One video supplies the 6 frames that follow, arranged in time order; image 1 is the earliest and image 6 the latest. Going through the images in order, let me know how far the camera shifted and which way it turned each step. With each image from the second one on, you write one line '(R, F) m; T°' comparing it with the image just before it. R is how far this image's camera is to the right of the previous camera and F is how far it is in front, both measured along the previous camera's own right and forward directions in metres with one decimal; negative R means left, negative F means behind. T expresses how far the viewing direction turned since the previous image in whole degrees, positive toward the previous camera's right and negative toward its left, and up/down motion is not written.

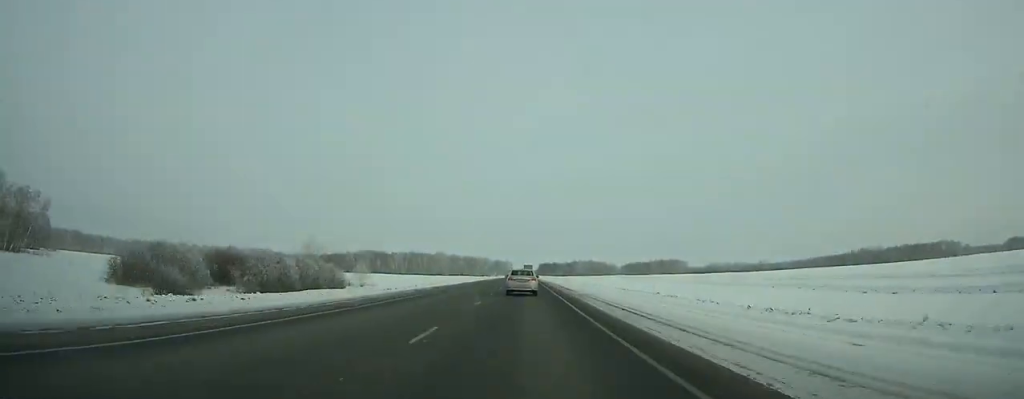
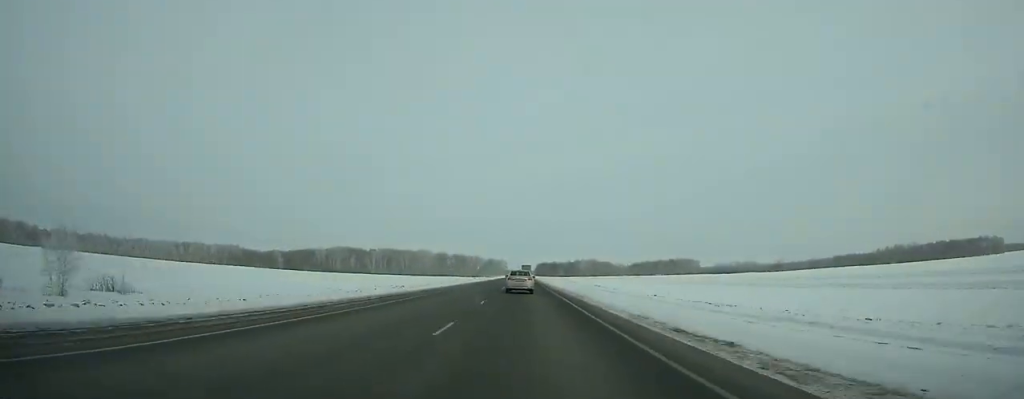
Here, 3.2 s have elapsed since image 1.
(+0.3, +85.0) m; 0°
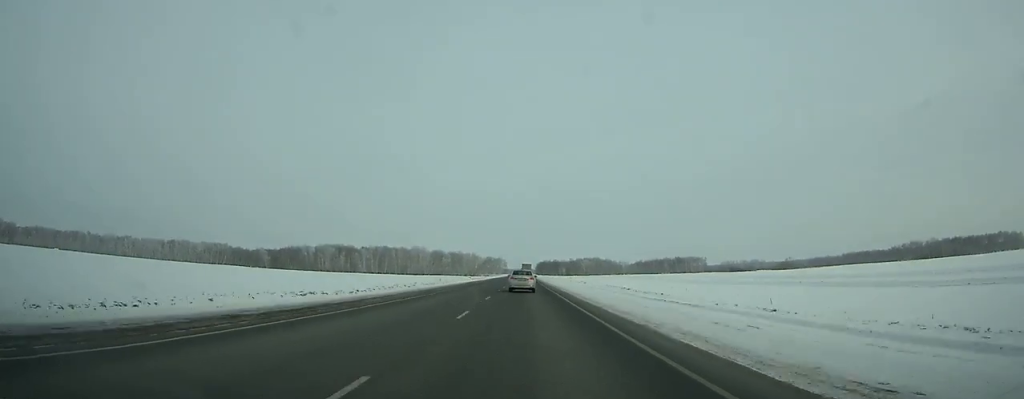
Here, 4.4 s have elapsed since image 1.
(+0.1, +32.2) m; 0°
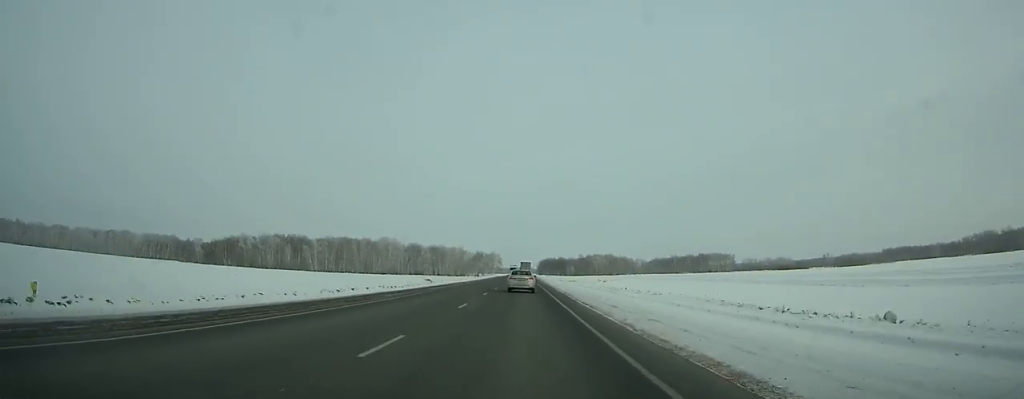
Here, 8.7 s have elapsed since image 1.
(+0.2, +116.7) m; 0°
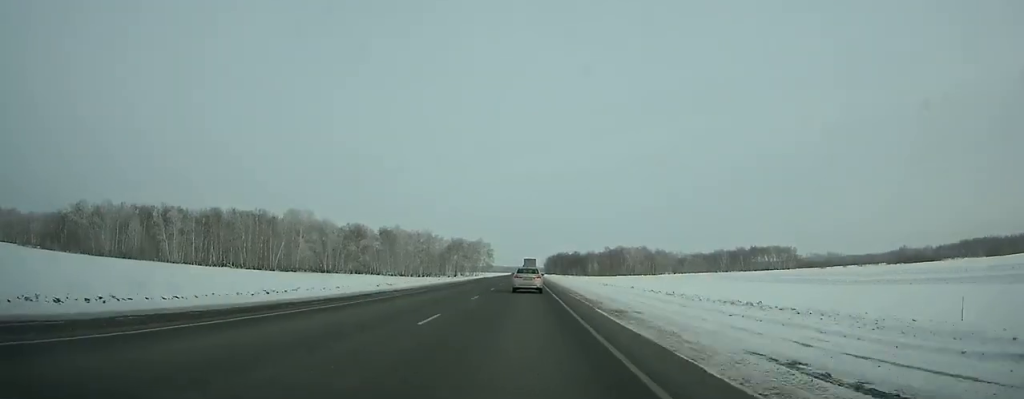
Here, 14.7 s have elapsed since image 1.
(-0.4, +163.1) m; 0°
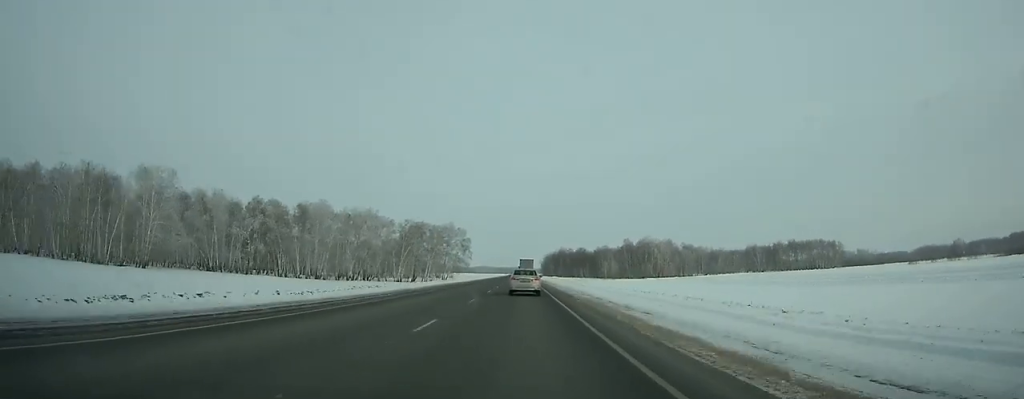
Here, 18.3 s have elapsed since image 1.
(0.0, +95.6) m; 0°
